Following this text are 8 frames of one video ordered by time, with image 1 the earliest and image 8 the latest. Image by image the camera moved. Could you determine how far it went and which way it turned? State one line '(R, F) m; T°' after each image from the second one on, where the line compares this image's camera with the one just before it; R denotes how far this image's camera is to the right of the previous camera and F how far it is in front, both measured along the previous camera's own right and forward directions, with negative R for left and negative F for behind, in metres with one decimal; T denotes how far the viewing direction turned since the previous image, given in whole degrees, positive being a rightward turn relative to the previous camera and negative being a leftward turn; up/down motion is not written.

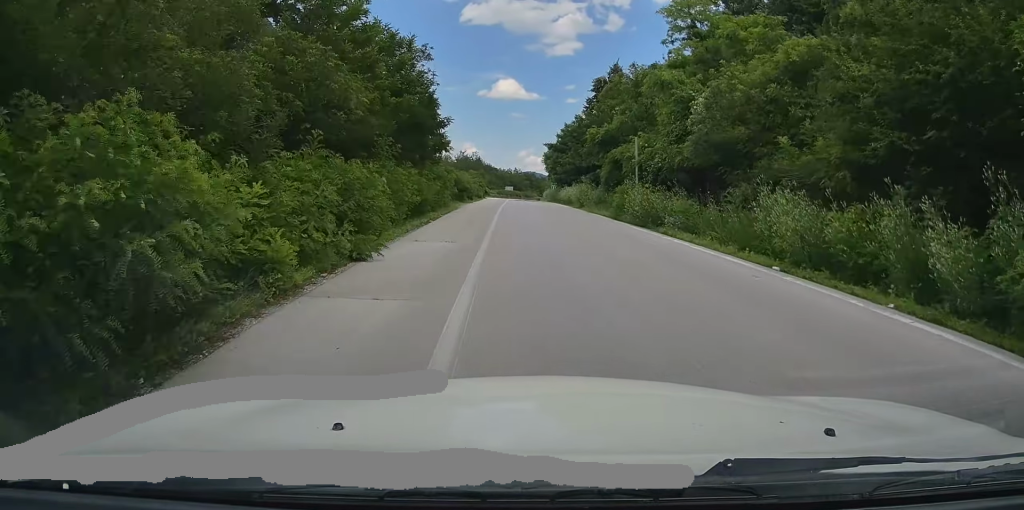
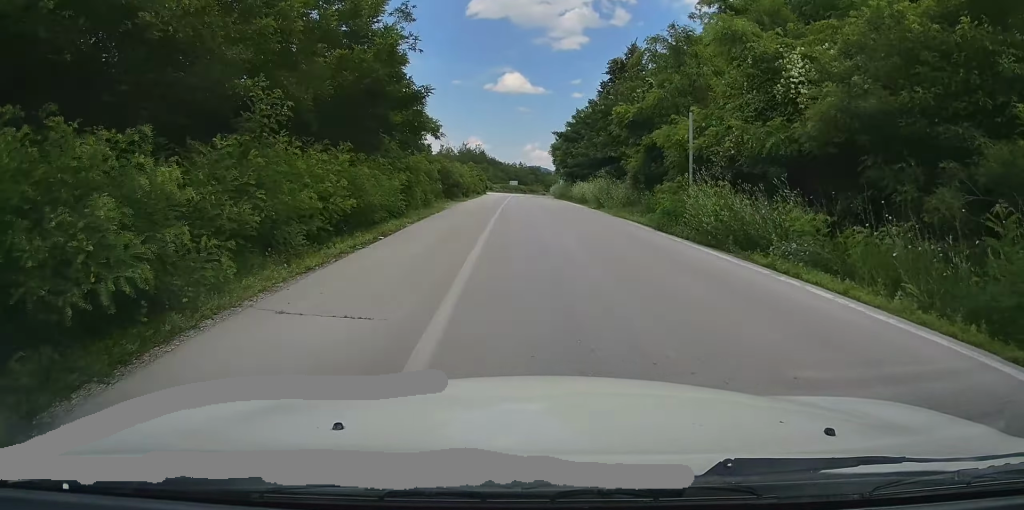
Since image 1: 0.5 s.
(0.0, +7.8) m; 0°
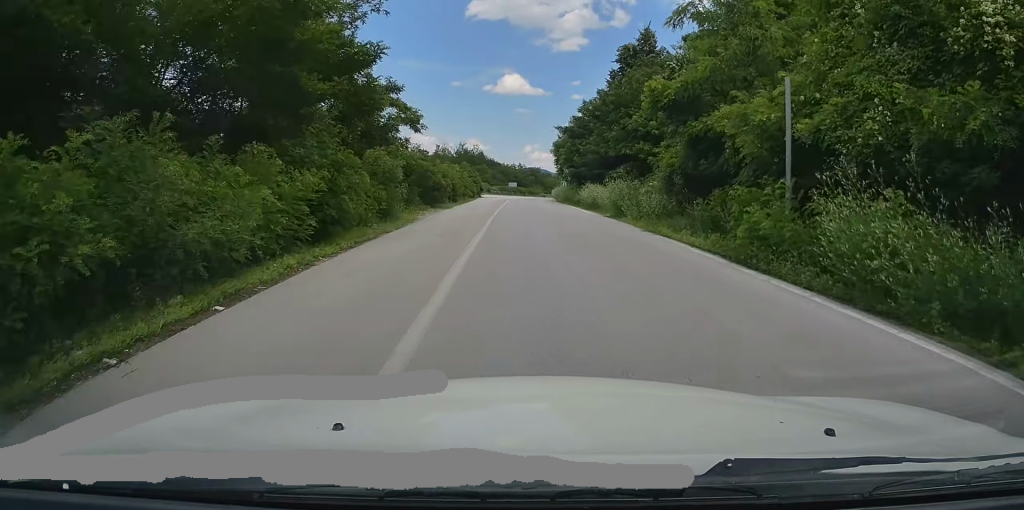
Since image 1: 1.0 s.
(0.0, +6.9) m; 0°
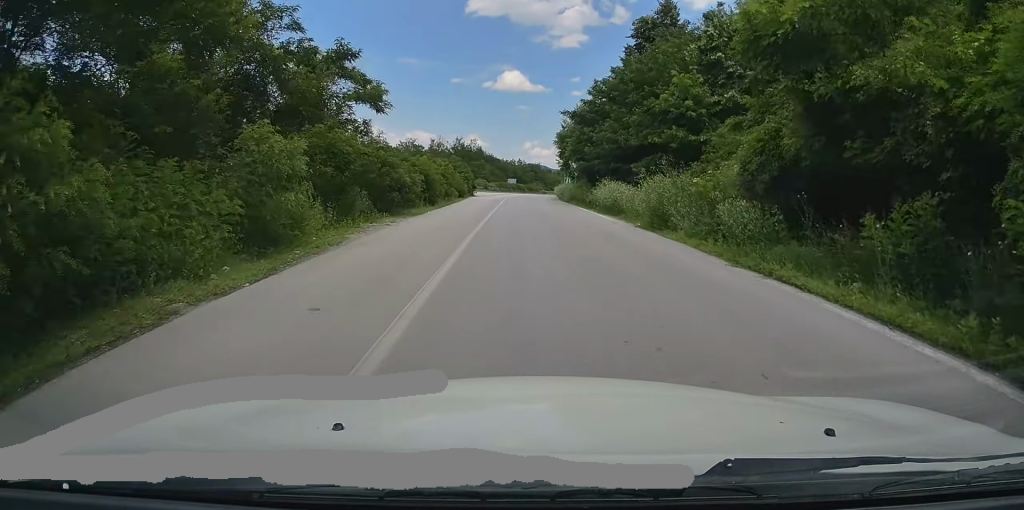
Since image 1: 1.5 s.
(-0.1, +8.2) m; 0°
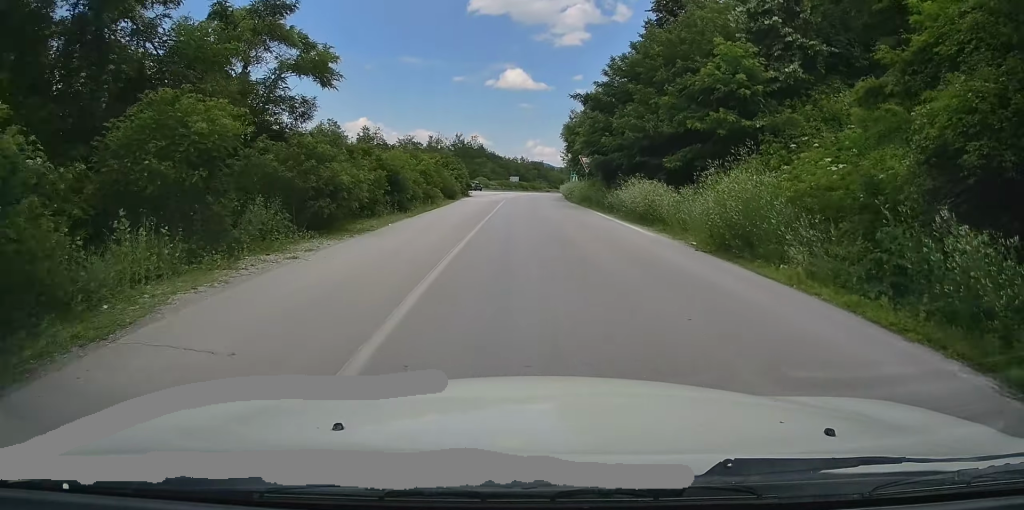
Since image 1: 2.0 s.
(-0.1, +6.7) m; 0°
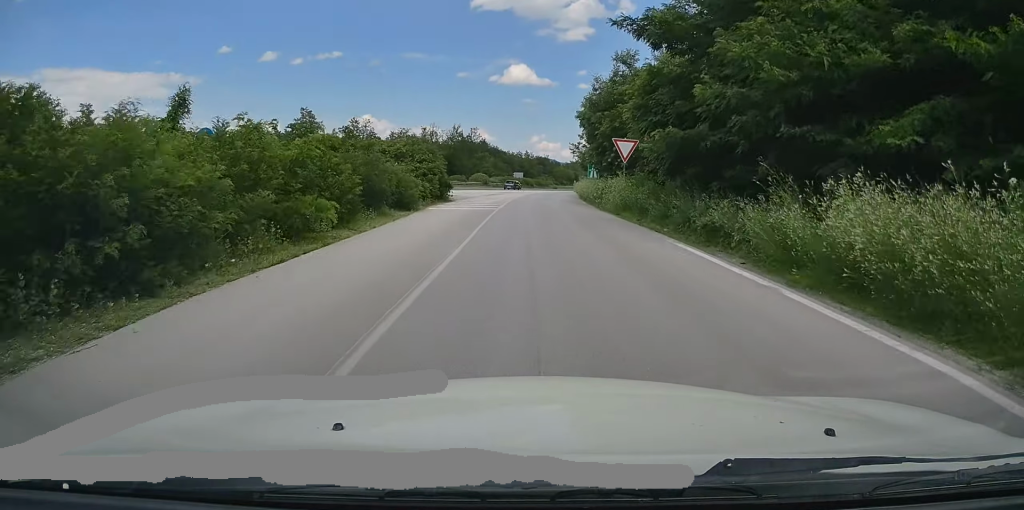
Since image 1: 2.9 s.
(0.0, +14.9) m; 0°
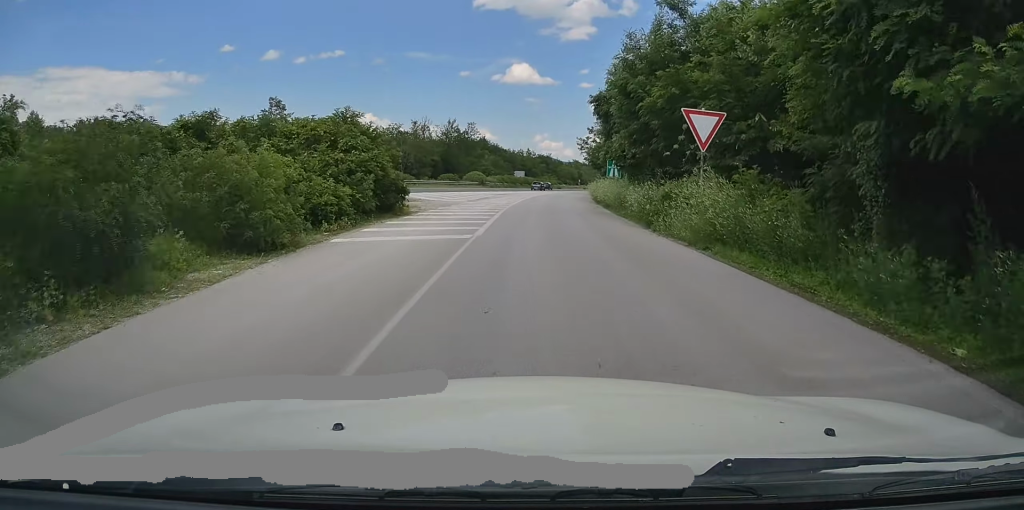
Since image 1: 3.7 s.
(0.0, +12.3) m; +1°
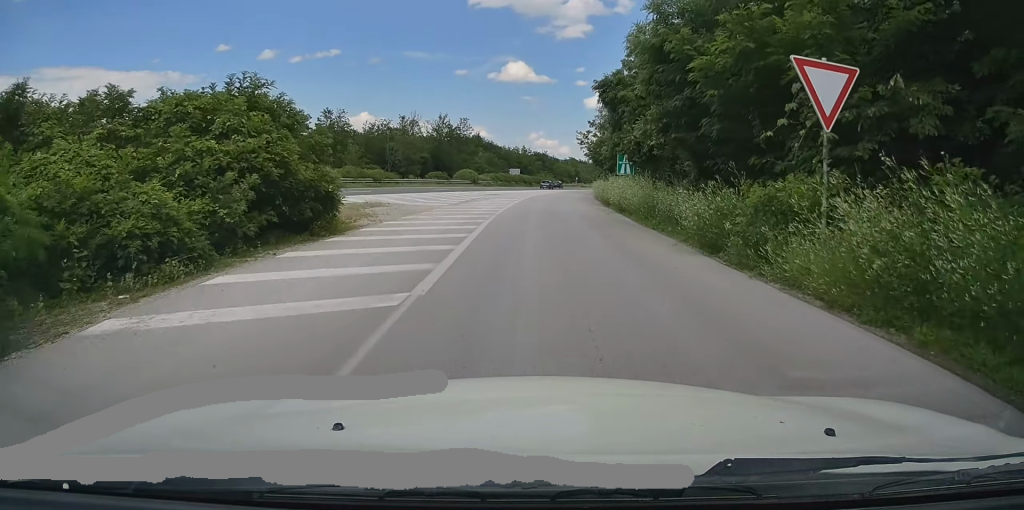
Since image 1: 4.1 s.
(-0.1, +7.0) m; +1°
